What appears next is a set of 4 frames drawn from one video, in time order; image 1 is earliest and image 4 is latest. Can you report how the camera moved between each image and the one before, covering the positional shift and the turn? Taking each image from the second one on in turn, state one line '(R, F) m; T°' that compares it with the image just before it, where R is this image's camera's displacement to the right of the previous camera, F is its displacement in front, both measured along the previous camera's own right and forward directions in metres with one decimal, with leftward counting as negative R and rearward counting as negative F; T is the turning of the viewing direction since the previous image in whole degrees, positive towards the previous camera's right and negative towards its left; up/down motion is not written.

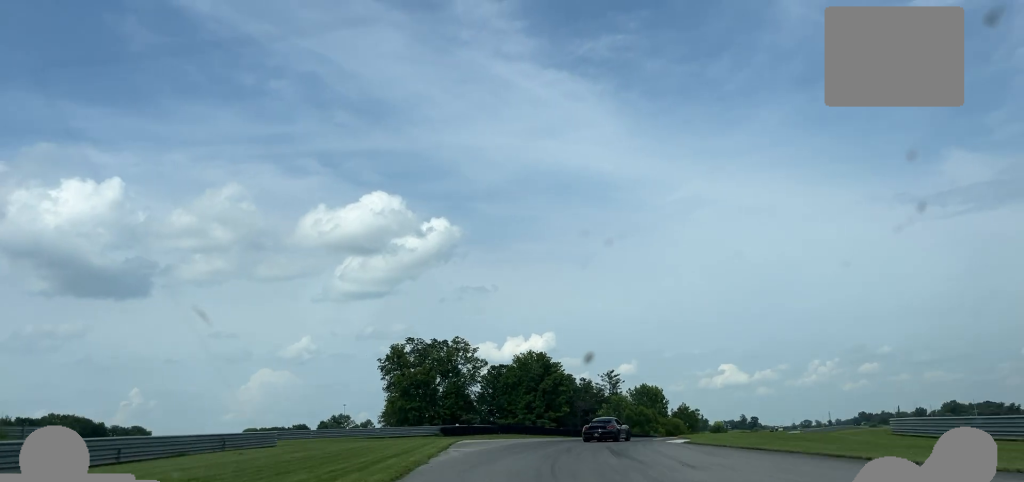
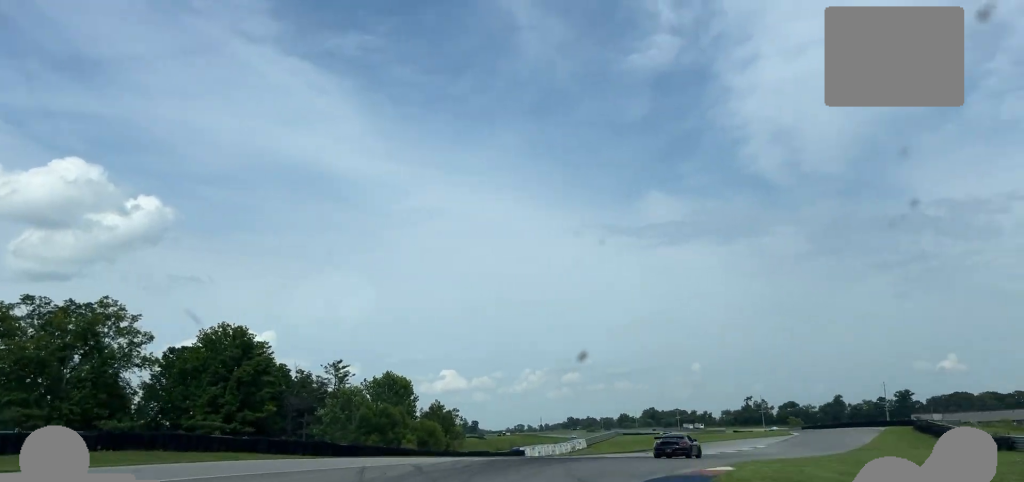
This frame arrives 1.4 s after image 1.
(+4.8, +41.3) m; +18°
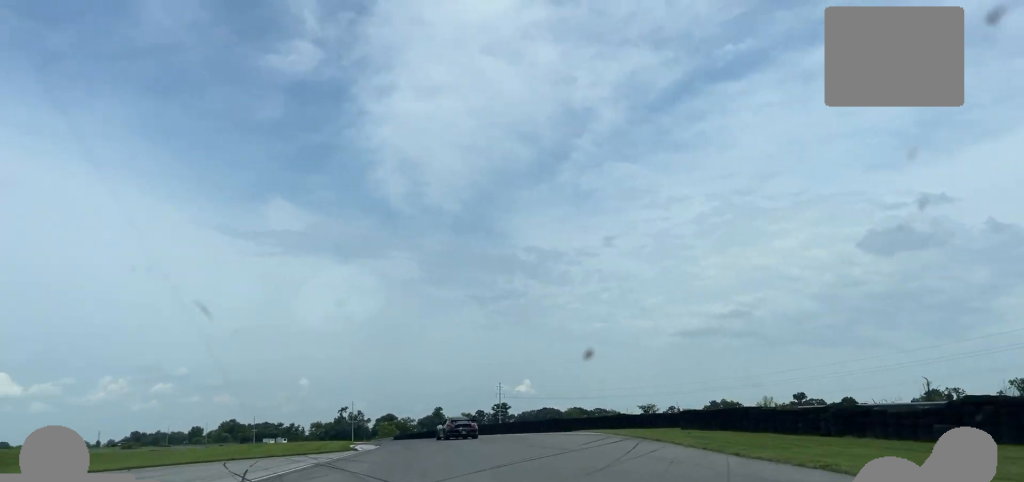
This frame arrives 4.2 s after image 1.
(+33.0, +82.9) m; +26°
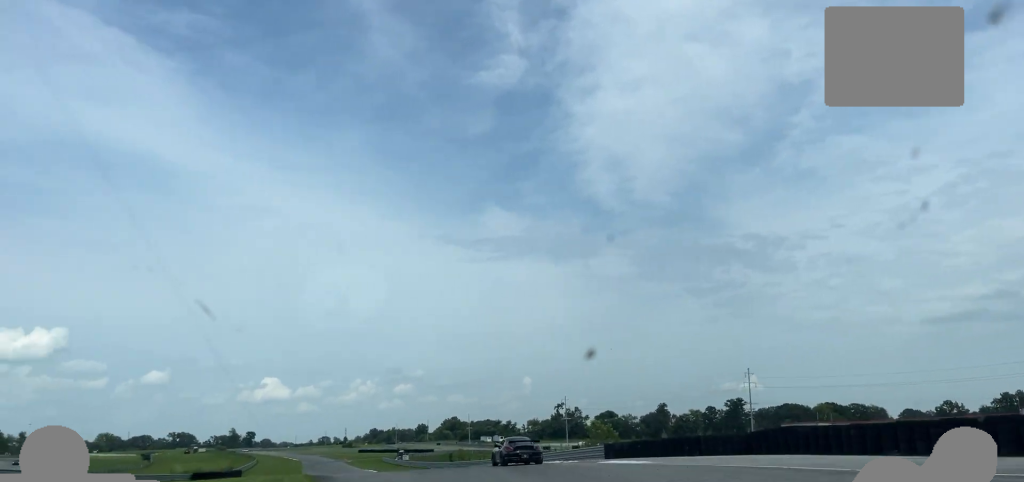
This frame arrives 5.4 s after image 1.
(-4.8, +42.7) m; -13°
